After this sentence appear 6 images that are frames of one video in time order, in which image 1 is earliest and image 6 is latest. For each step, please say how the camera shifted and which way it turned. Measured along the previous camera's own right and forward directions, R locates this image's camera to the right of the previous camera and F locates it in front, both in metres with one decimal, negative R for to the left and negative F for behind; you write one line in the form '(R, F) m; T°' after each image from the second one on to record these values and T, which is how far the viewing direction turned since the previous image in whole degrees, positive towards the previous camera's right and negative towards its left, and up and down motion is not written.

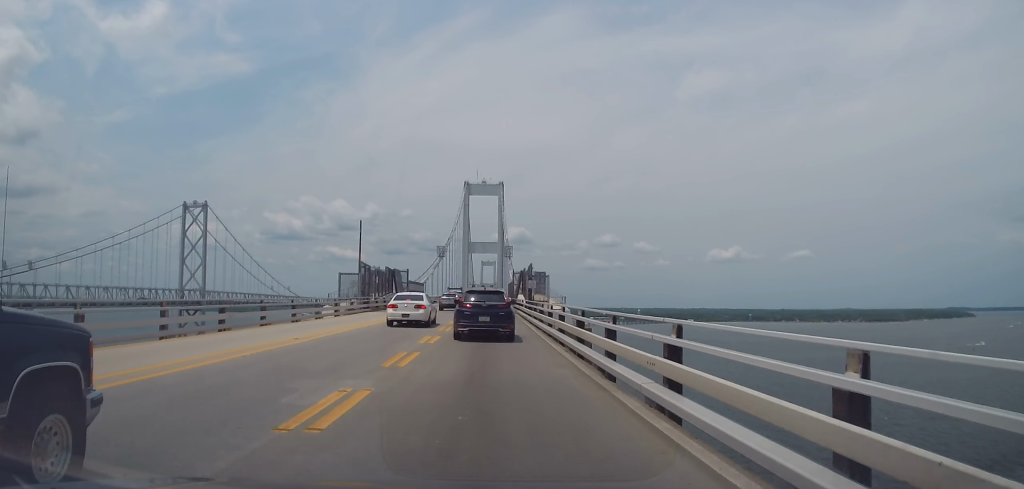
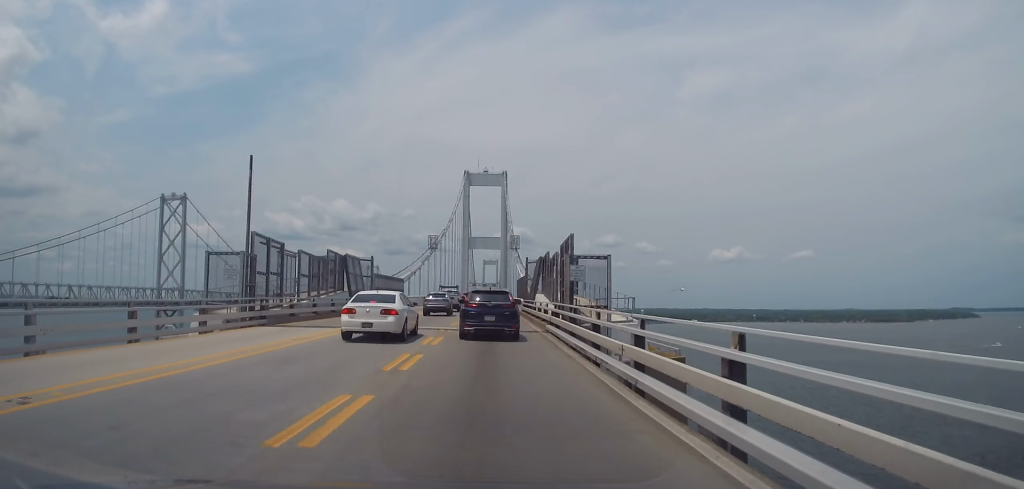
(-0.9, +24.4) m; -2°
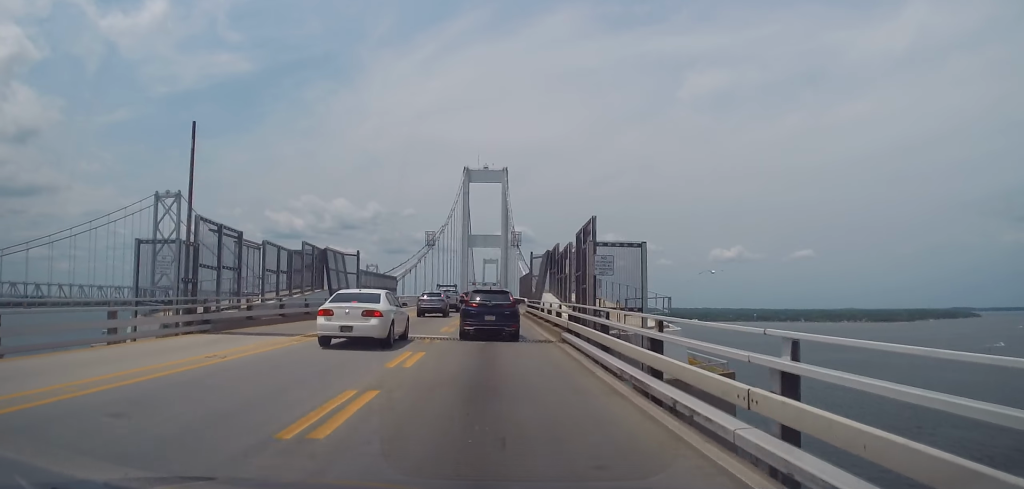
(-0.1, +5.7) m; +1°
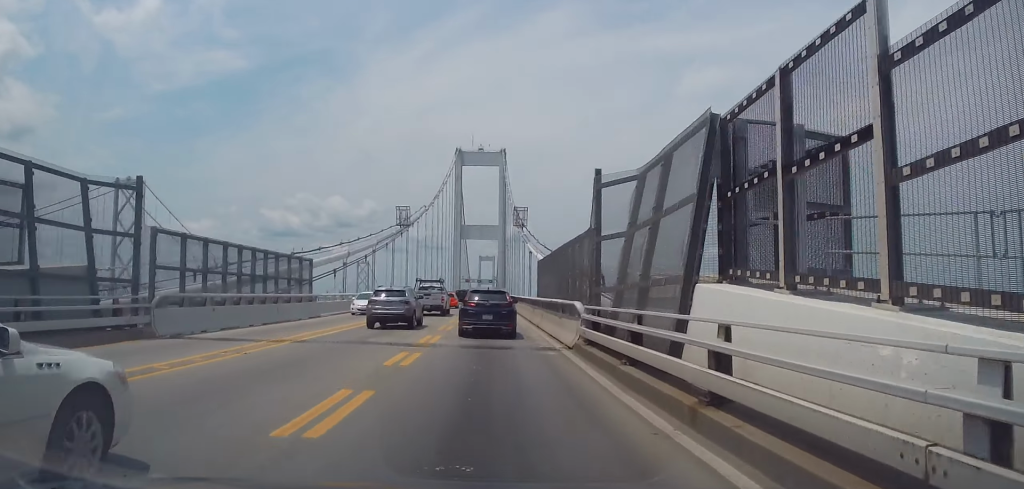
(+1.5, +30.2) m; +1°
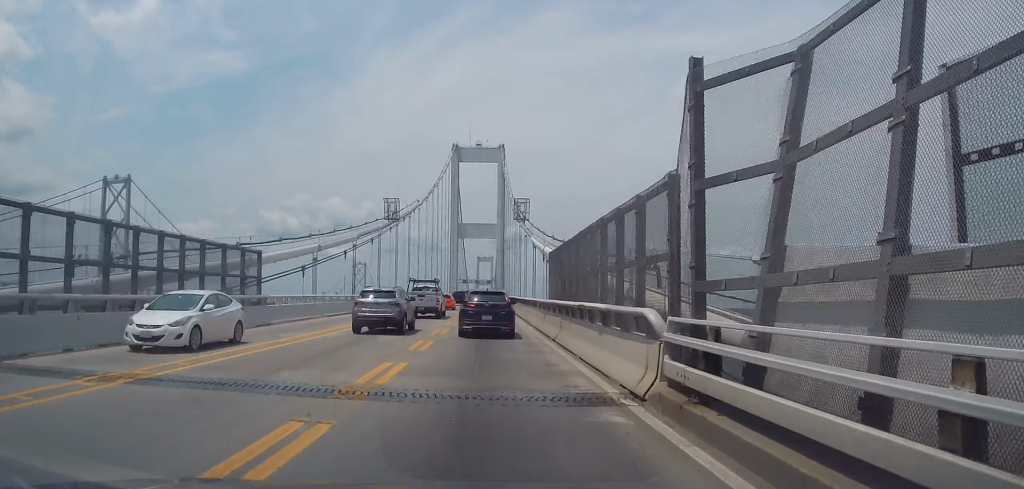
(-0.4, +8.1) m; 0°
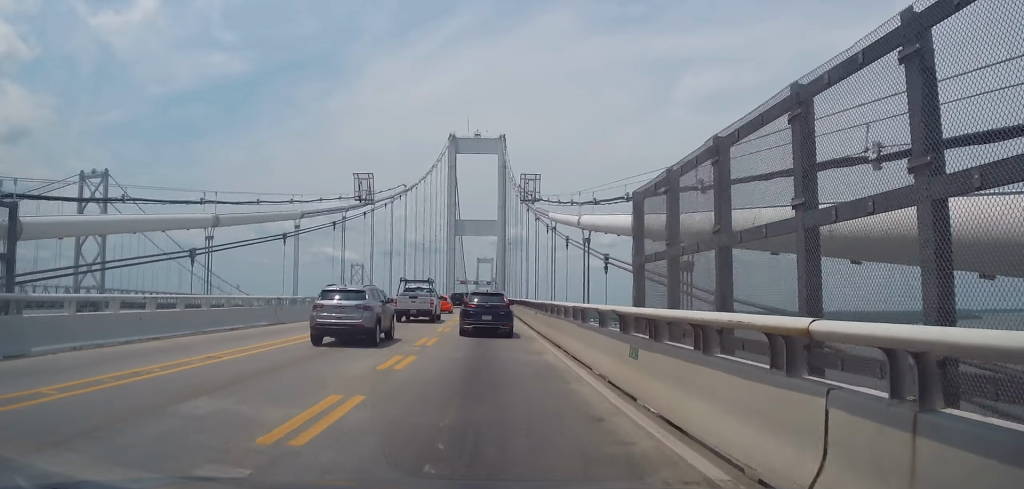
(+0.6, +16.2) m; +3°
